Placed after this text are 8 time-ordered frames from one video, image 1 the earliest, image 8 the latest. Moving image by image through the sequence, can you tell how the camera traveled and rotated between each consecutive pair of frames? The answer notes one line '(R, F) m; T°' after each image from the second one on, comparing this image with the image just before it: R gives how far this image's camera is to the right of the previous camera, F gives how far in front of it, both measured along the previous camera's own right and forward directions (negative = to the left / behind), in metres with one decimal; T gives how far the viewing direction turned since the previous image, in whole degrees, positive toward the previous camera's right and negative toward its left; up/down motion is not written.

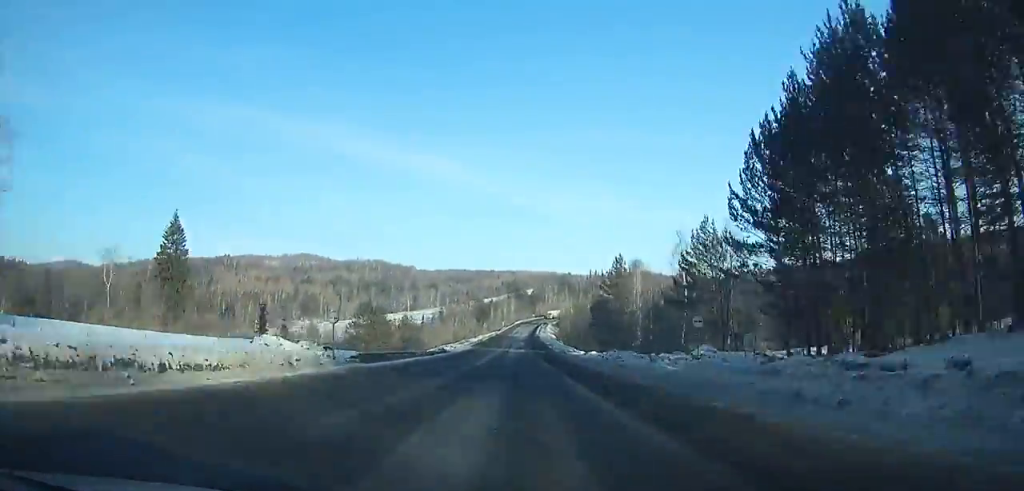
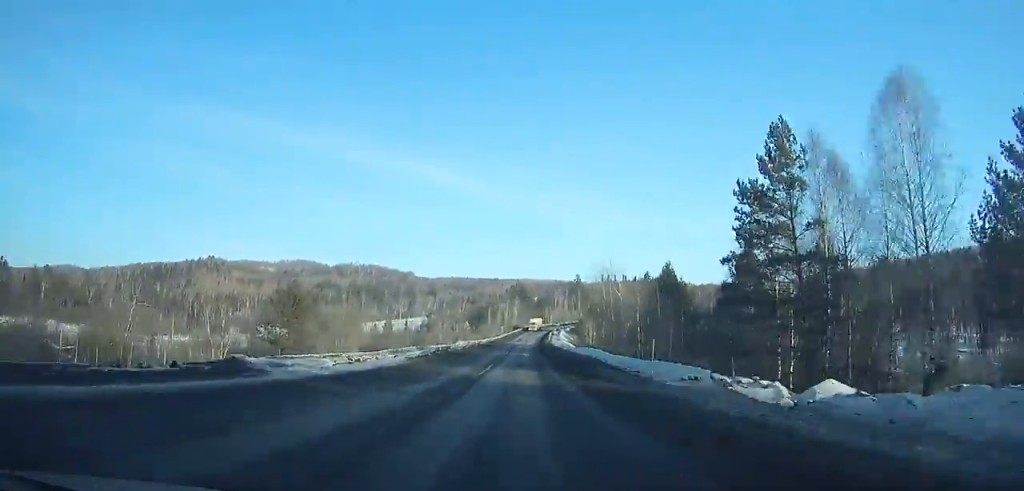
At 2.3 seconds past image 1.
(-0.3, +53.1) m; 0°
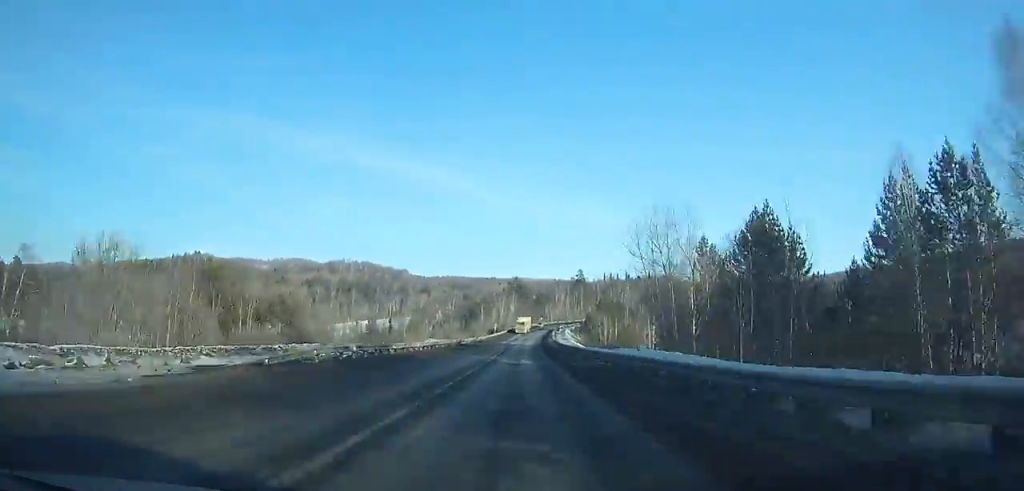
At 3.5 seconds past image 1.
(+0.1, +26.7) m; 0°
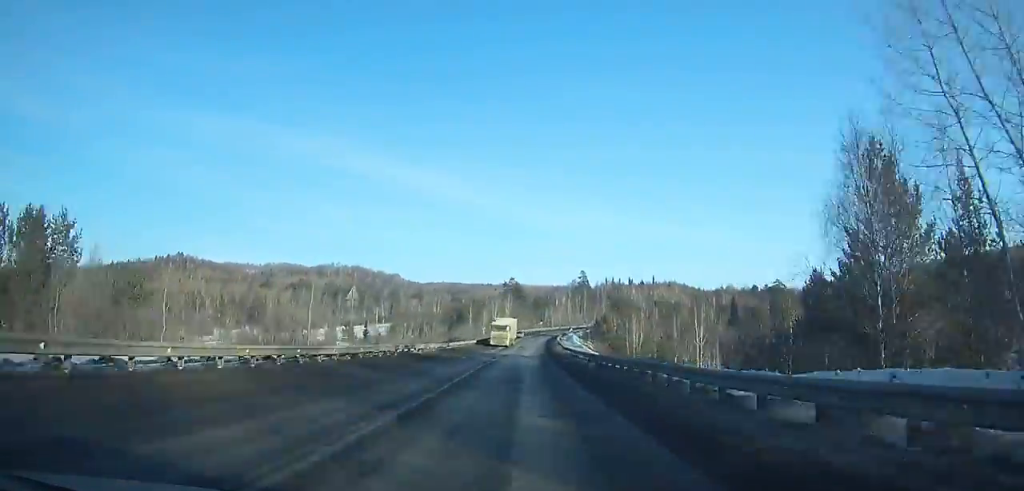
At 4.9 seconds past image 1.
(-0.1, +30.9) m; +1°
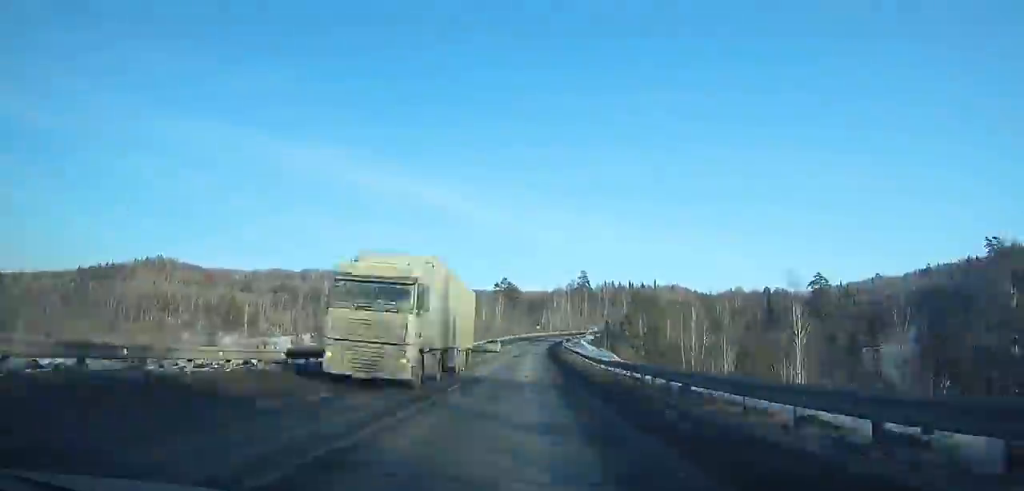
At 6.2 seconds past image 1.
(+0.1, +27.9) m; +1°
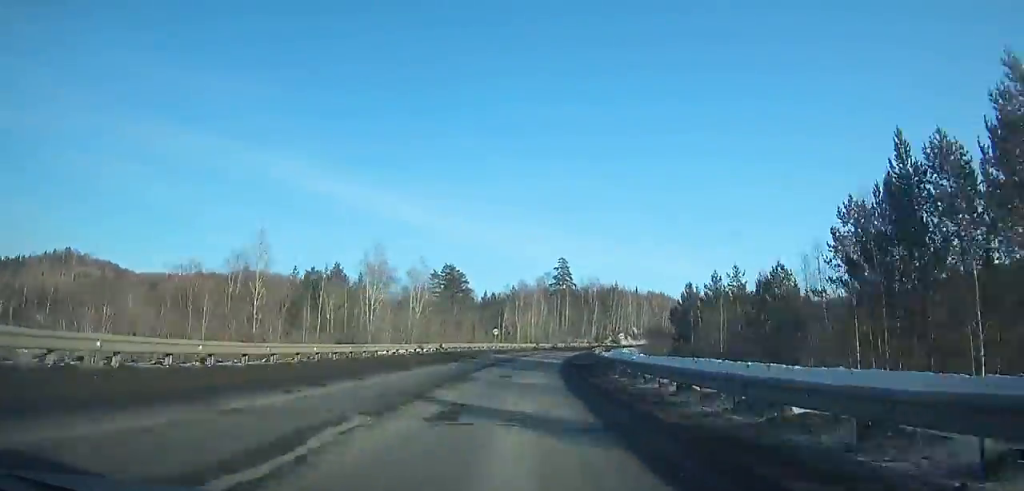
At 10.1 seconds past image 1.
(+3.4, +80.1) m; +7°
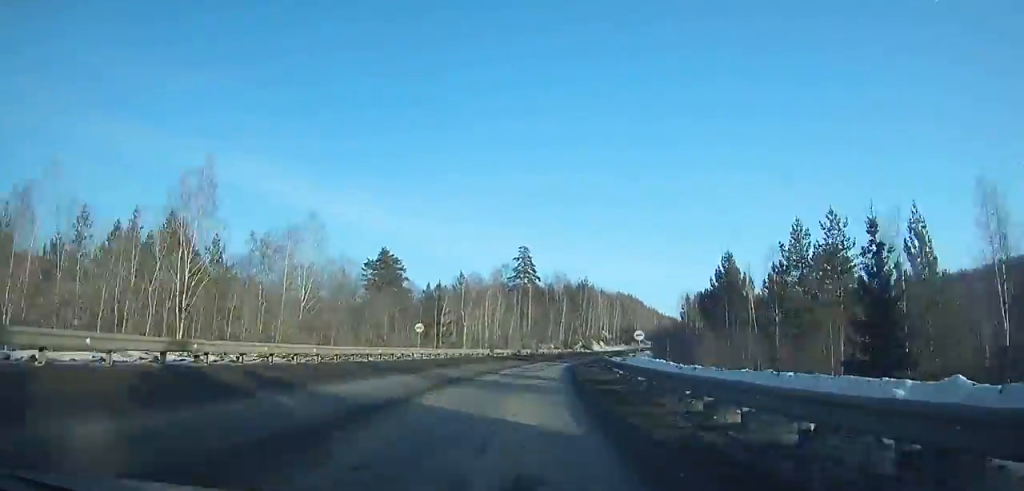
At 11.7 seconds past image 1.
(0.0, +31.8) m; +4°
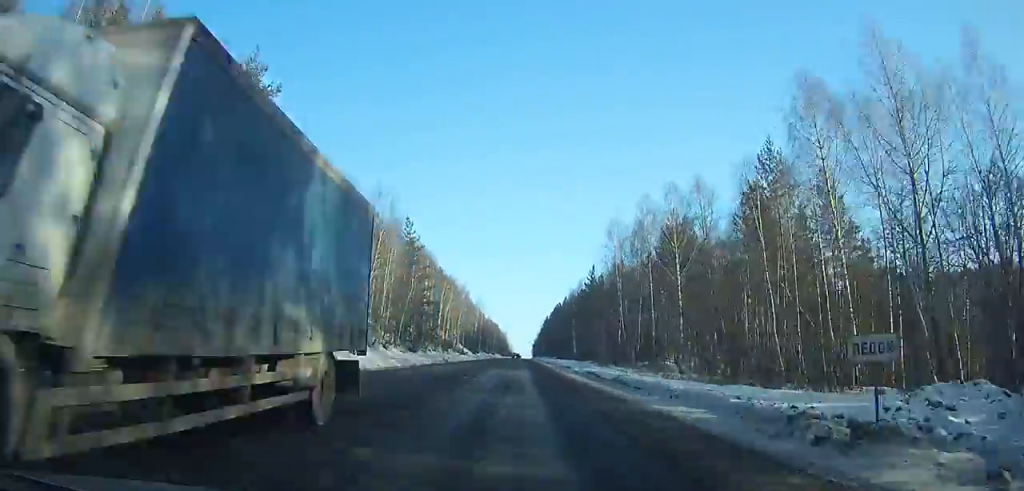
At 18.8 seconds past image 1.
(+22.2, +136.4) m; +12°
